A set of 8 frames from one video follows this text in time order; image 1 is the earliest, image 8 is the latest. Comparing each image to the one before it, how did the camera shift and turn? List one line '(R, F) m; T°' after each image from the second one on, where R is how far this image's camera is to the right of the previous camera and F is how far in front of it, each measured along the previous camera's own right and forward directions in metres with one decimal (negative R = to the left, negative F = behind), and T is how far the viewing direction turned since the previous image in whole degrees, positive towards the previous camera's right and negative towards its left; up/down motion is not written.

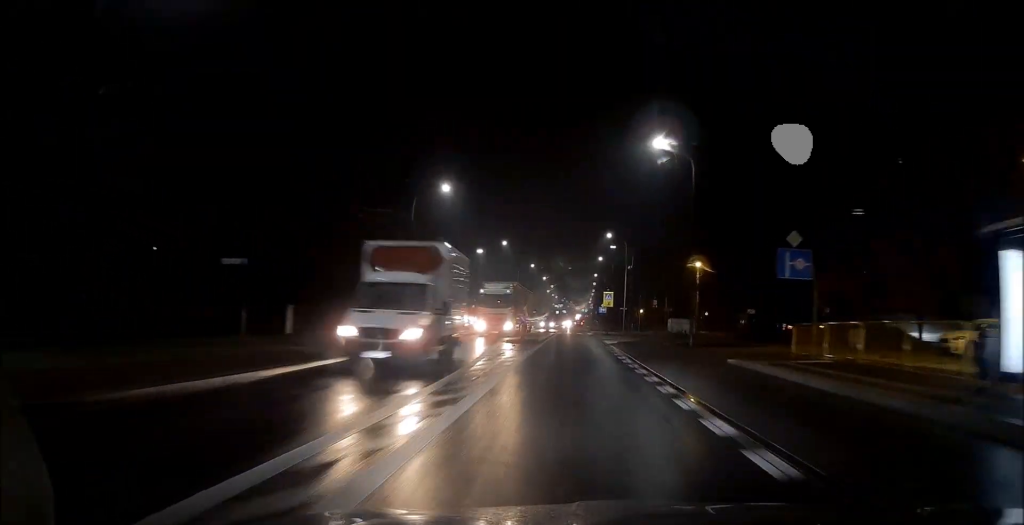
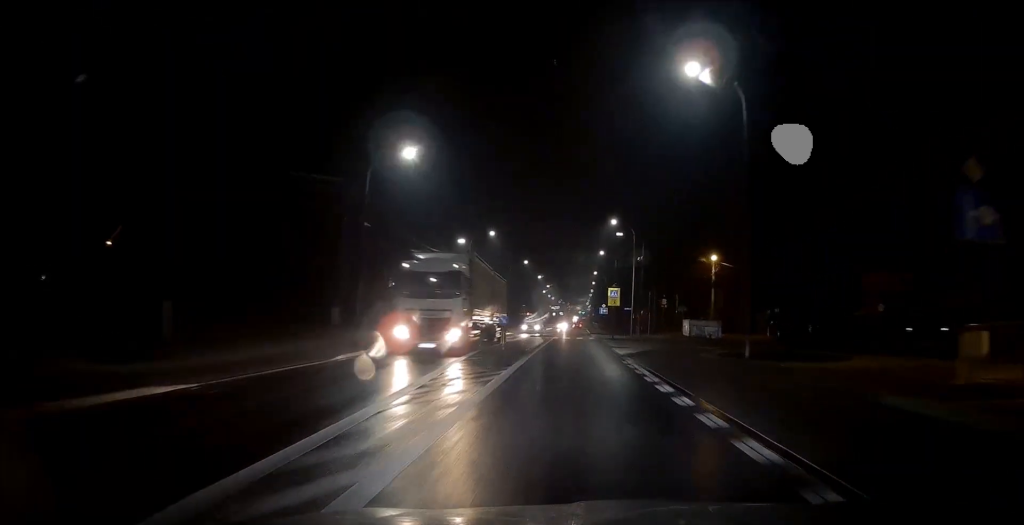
(0.0, +9.8) m; +1°
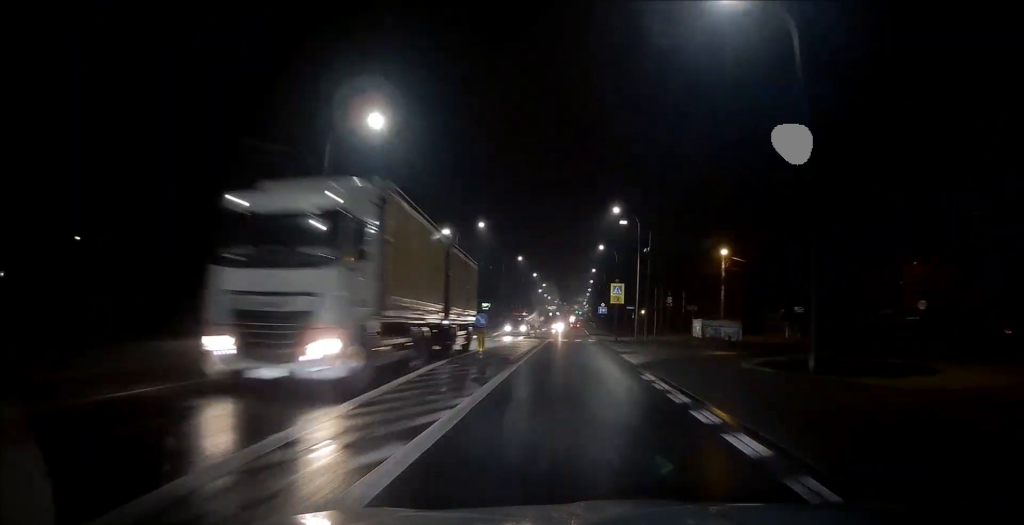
(0.0, +5.3) m; +1°
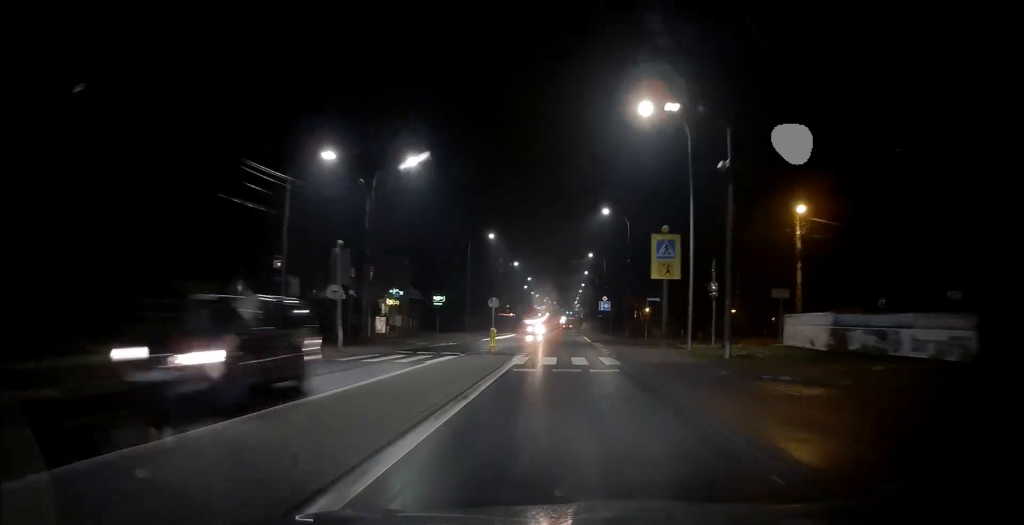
(+0.8, +23.1) m; +2°
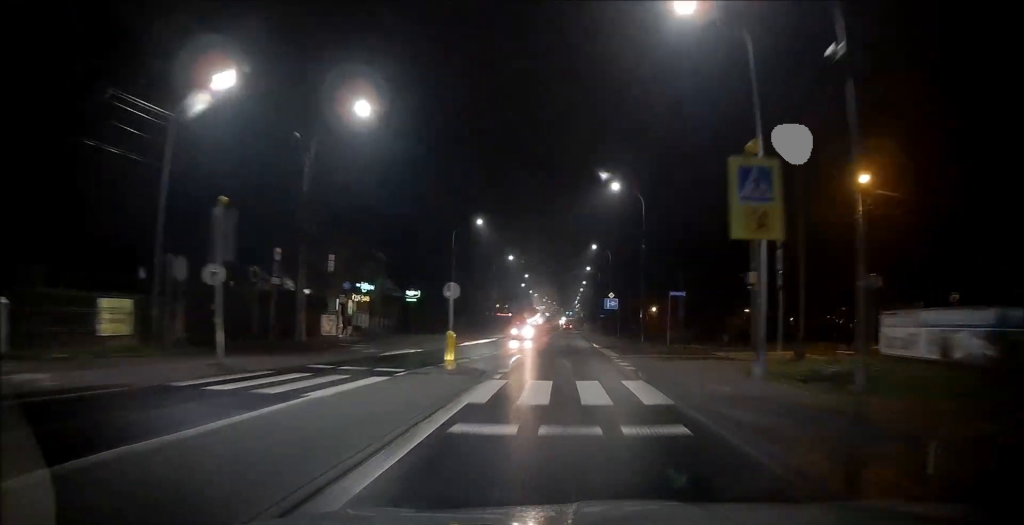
(-0.2, +8.9) m; -1°
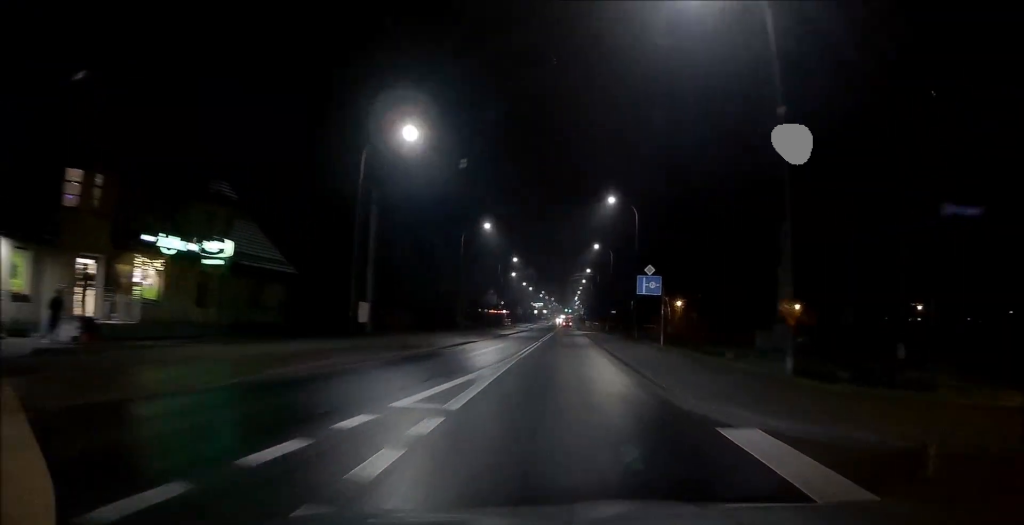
(+0.1, +24.7) m; +1°
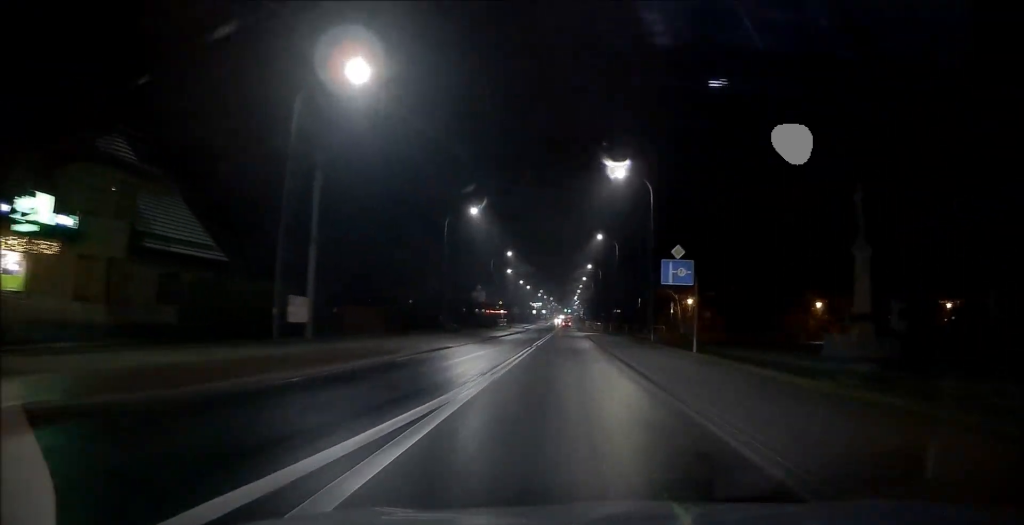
(+0.1, +7.8) m; 0°
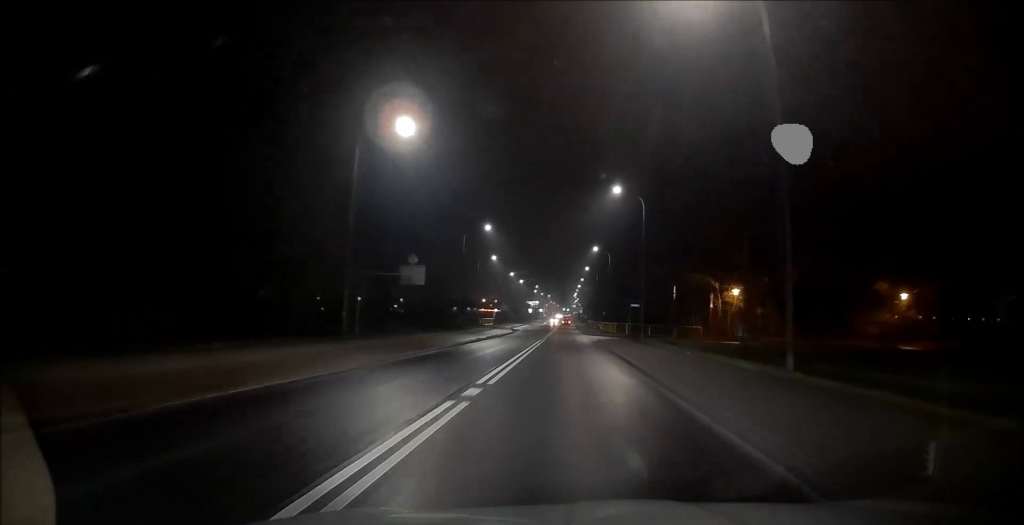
(-0.2, +21.5) m; 0°
